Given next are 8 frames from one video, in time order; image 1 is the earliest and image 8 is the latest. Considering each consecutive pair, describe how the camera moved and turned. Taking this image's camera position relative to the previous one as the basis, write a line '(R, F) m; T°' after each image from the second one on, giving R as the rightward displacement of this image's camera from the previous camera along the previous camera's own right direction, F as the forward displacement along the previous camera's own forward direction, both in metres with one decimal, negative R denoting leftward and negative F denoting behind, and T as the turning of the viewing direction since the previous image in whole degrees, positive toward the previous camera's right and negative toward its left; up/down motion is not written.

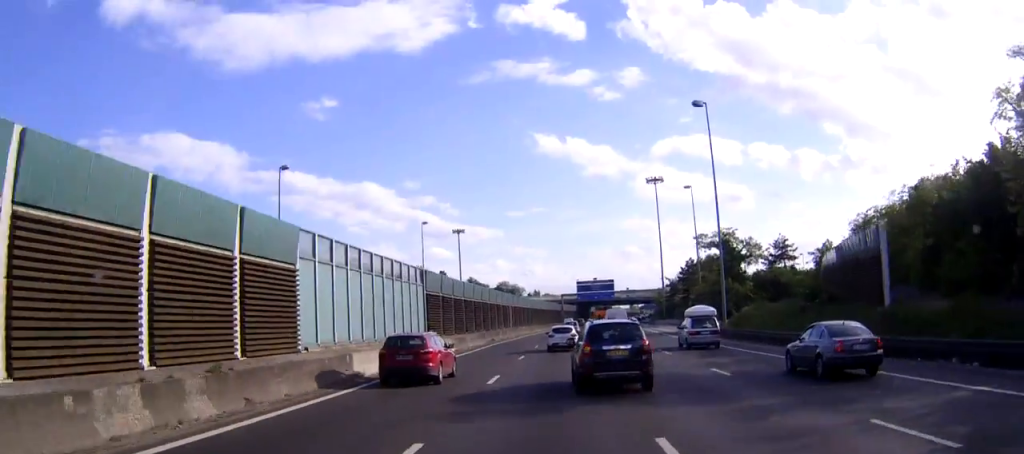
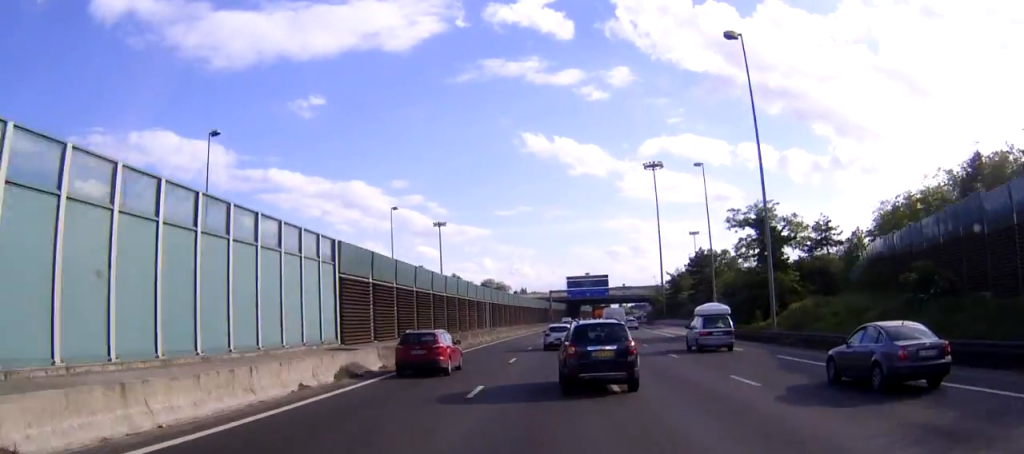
(+0.2, +17.0) m; +1°
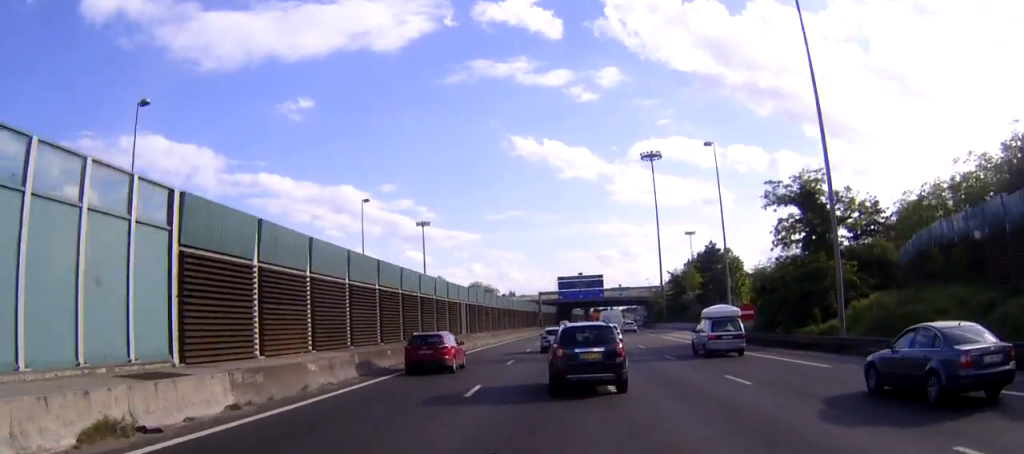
(+0.1, +12.8) m; 0°
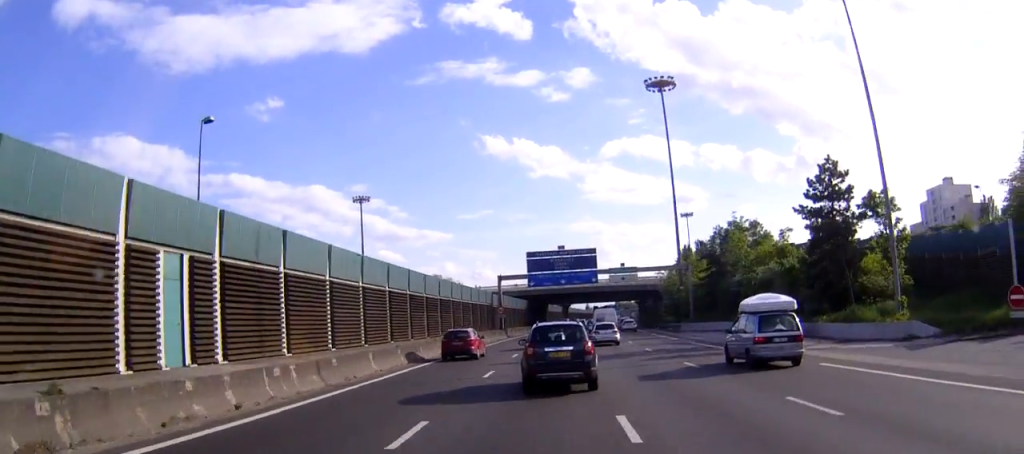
(+0.4, +46.4) m; +1°
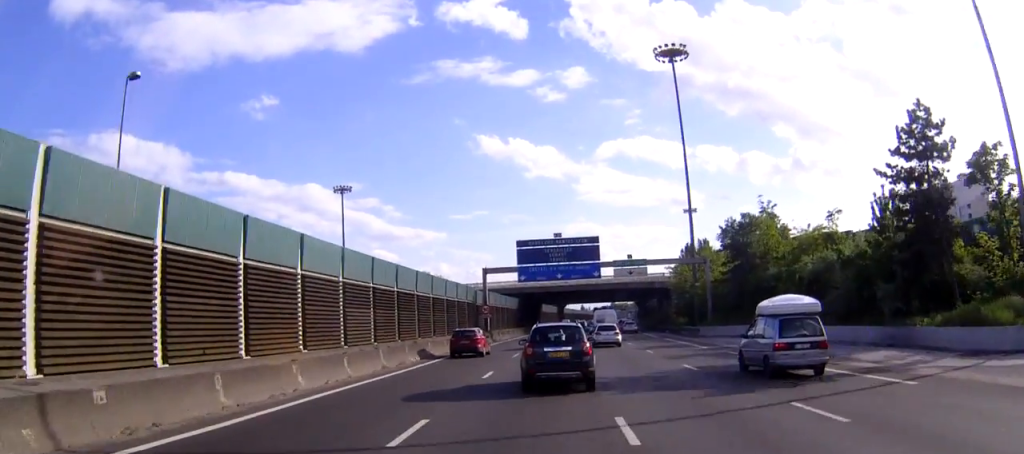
(0.0, +13.1) m; 0°
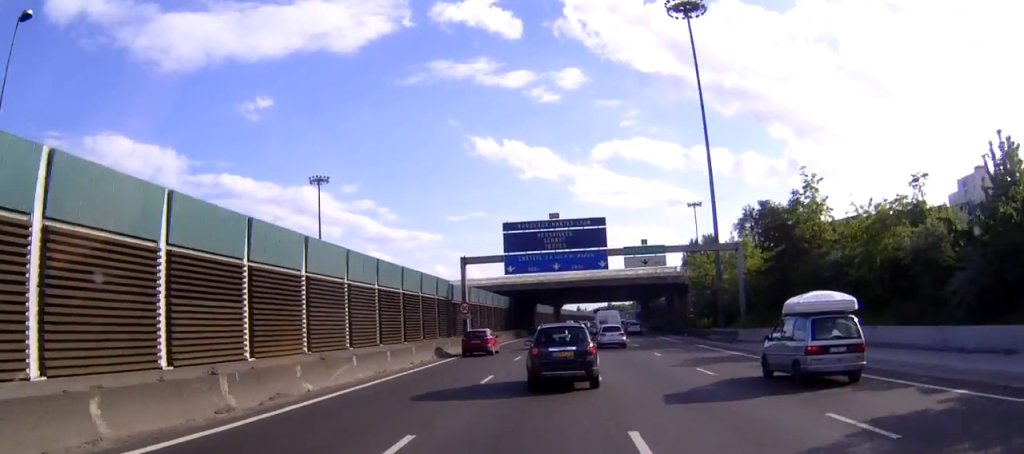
(0.0, +14.7) m; 0°
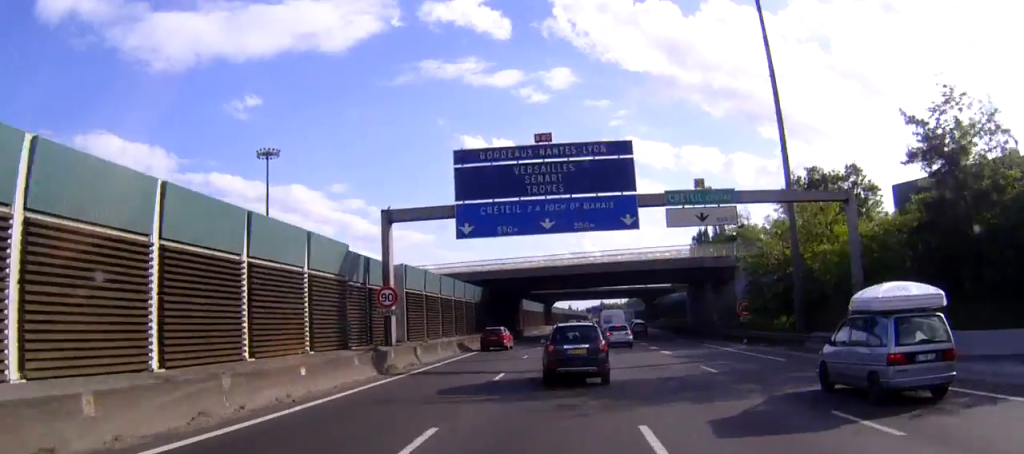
(+0.1, +25.6) m; +1°
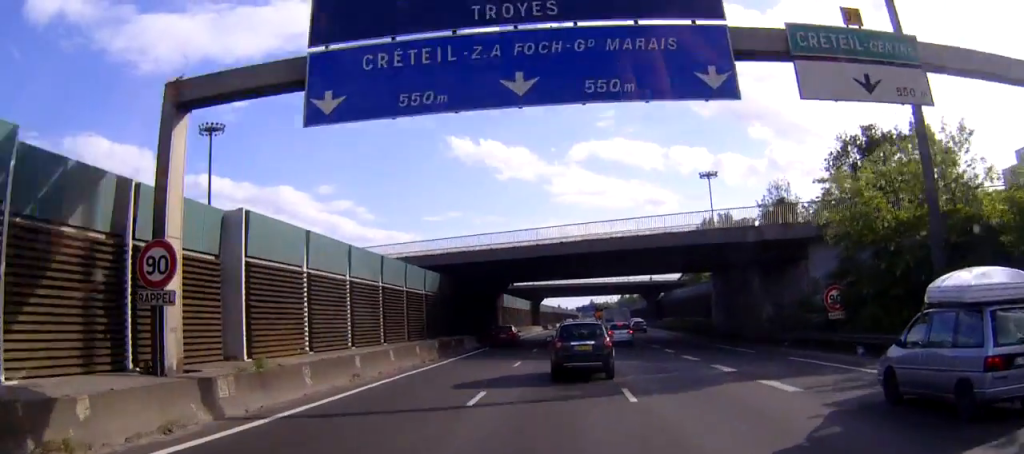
(+0.2, +20.2) m; +1°
